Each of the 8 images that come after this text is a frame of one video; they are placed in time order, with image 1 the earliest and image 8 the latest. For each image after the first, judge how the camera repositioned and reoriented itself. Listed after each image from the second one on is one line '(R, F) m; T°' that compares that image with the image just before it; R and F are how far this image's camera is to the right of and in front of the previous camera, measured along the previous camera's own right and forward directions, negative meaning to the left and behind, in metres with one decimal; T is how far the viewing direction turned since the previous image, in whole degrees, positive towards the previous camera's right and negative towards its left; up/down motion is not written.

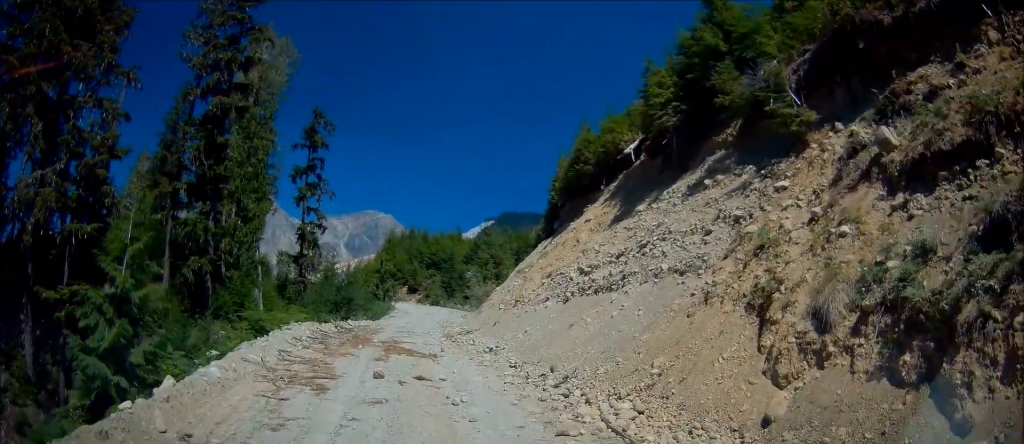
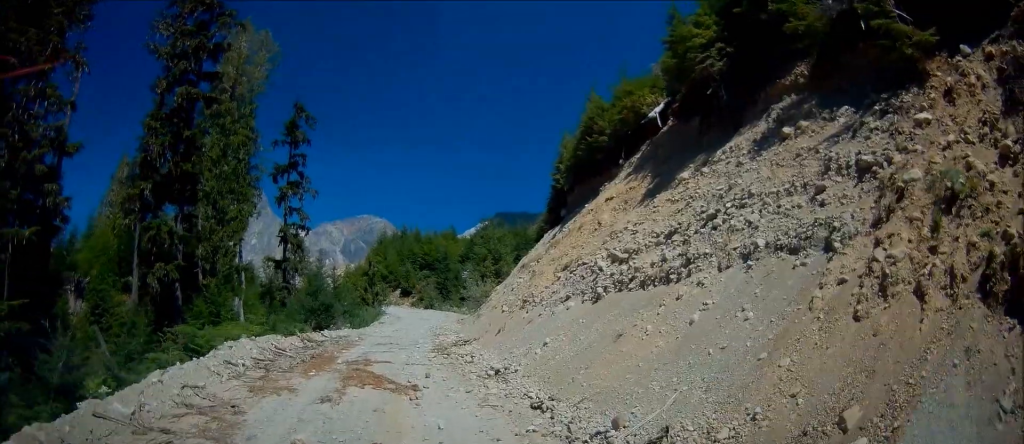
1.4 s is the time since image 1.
(+0.2, +5.1) m; +7°
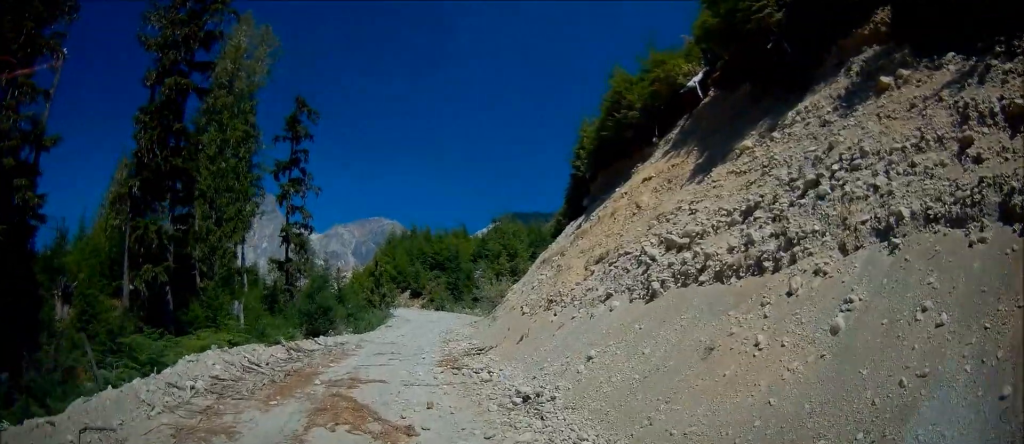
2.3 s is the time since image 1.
(+0.2, +3.3) m; -6°
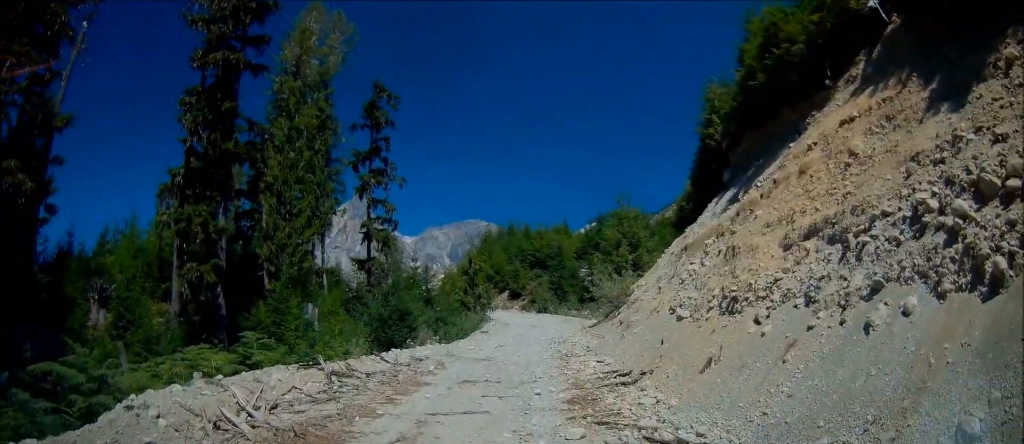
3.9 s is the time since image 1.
(-0.6, +6.2) m; -1°
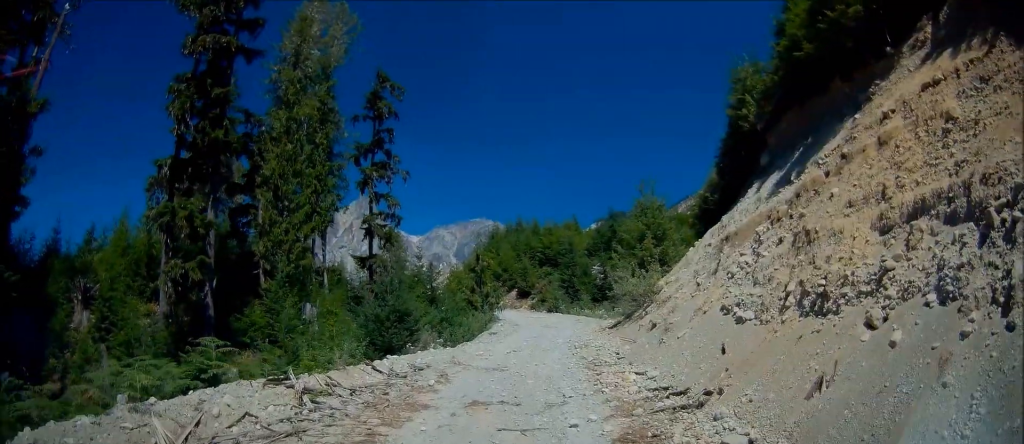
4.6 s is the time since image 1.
(+0.2, +2.7) m; +4°
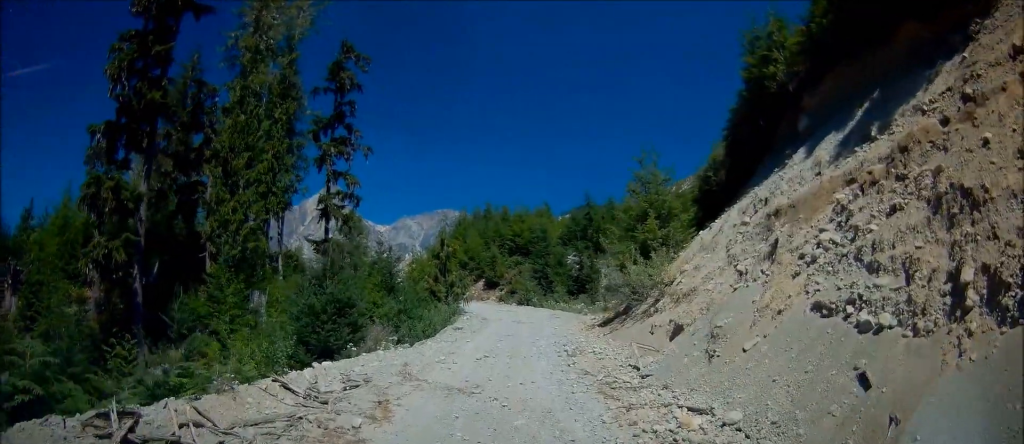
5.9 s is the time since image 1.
(+0.2, +4.7) m; +1°
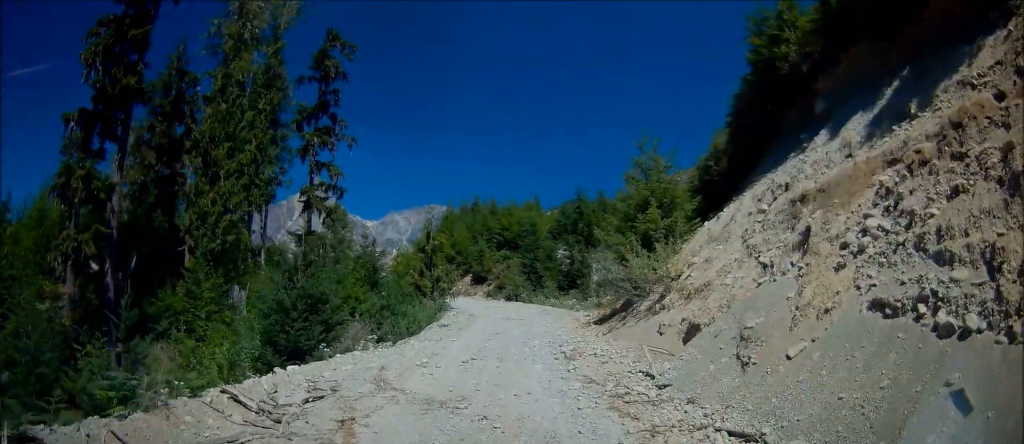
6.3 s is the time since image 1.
(+0.1, +1.6) m; -1°
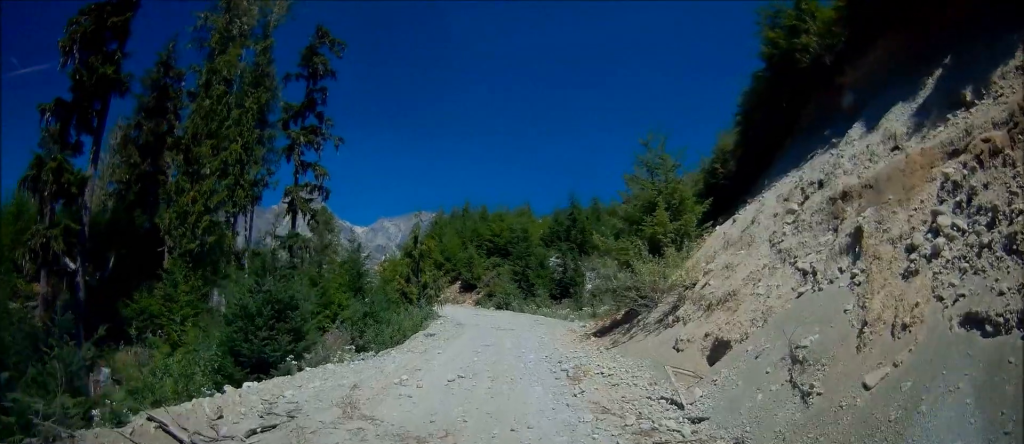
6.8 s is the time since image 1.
(-0.1, +1.6) m; -3°
